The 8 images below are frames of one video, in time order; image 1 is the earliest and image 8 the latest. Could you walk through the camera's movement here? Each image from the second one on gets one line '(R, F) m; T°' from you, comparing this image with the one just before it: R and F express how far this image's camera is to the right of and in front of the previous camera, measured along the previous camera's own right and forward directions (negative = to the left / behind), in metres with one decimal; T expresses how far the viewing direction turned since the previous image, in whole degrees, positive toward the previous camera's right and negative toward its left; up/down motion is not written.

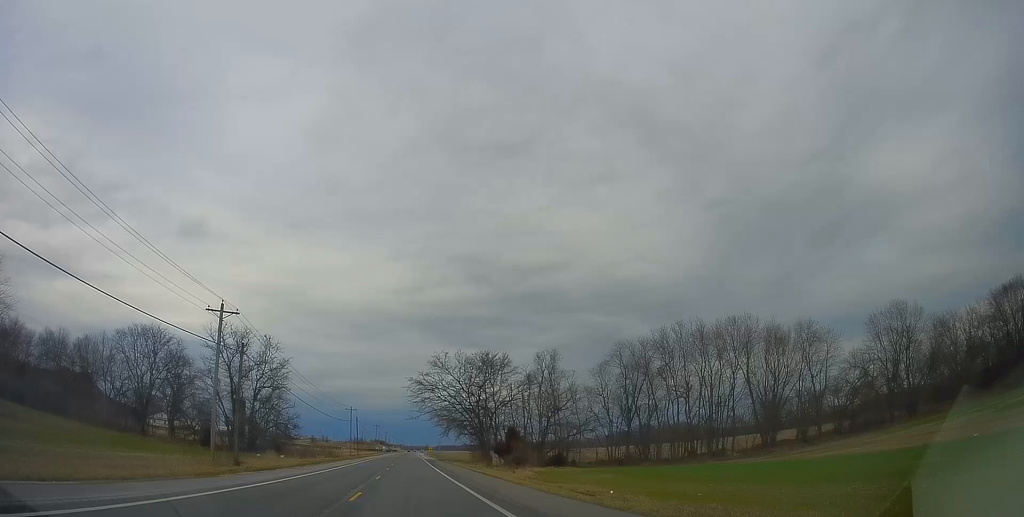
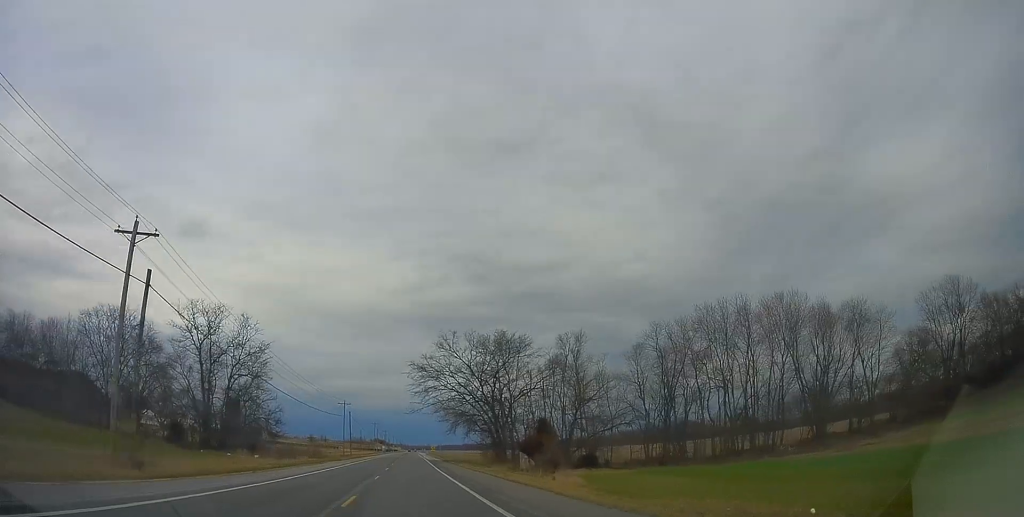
(-0.1, +13.7) m; -1°
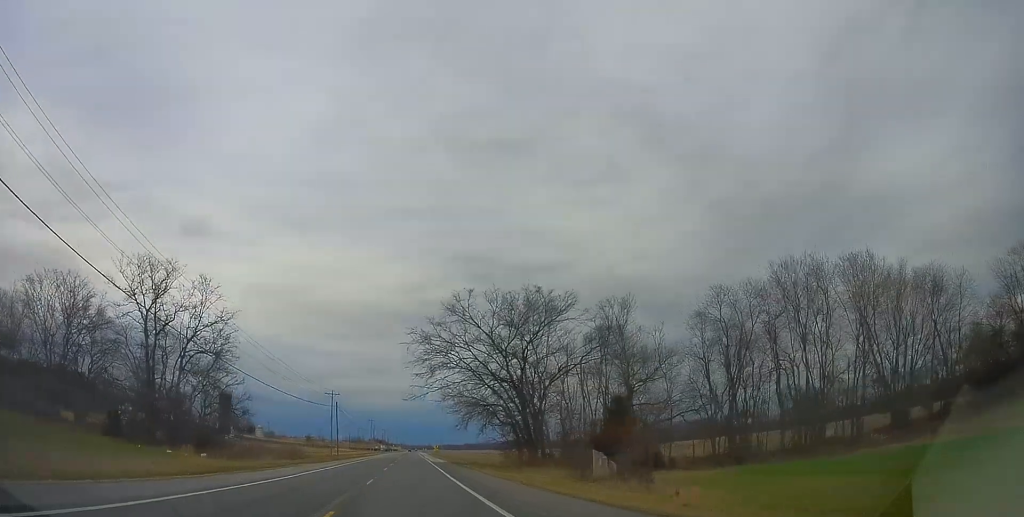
(-0.2, +17.1) m; 0°
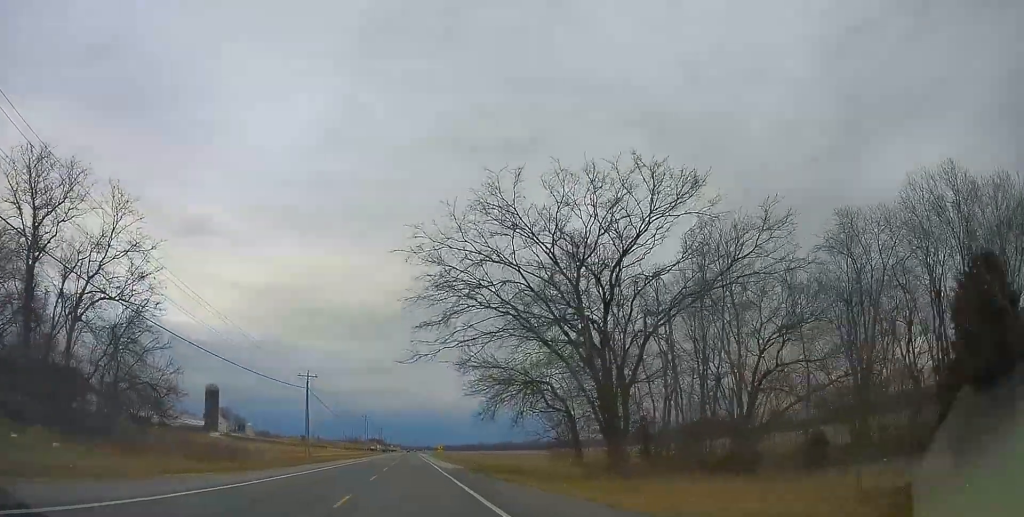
(+0.1, +21.7) m; +1°
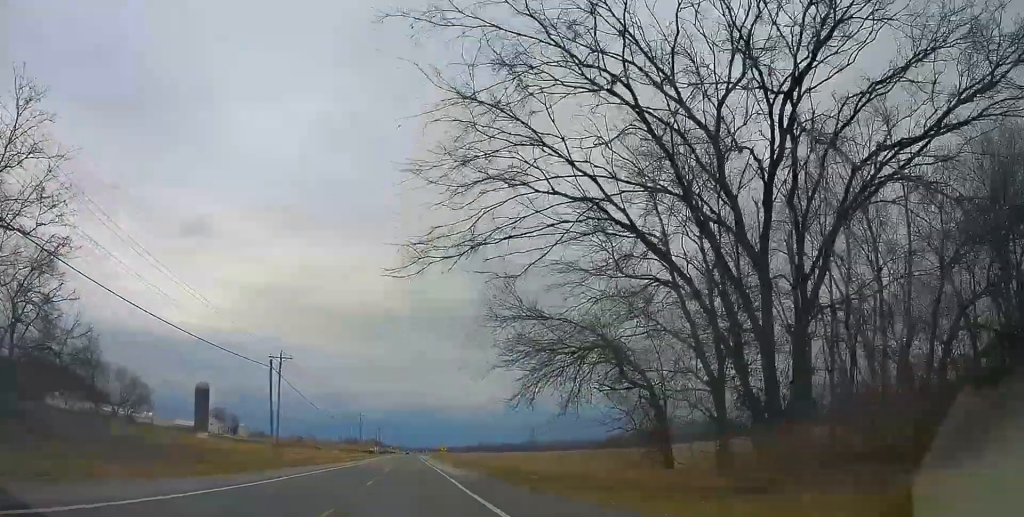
(+0.2, +14.5) m; +1°
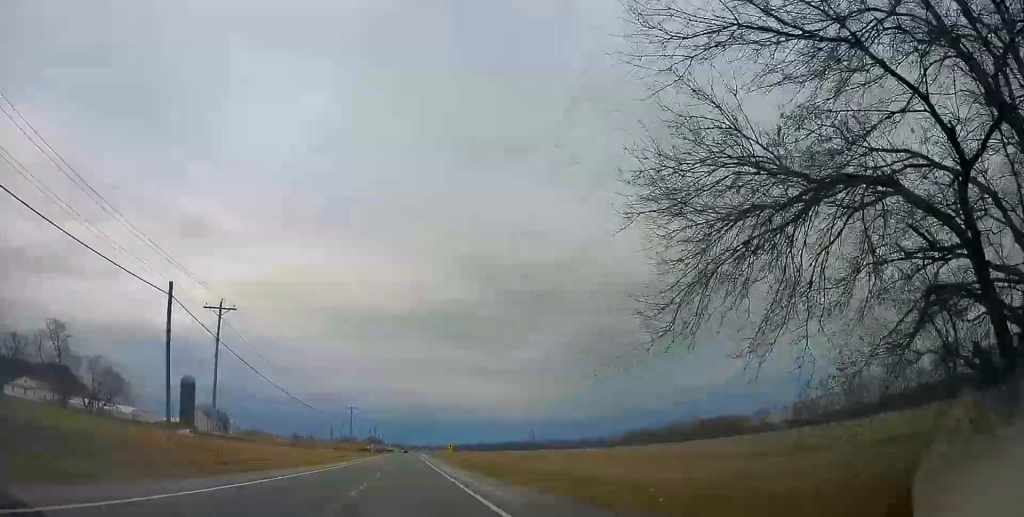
(0.0, +18.1) m; -1°
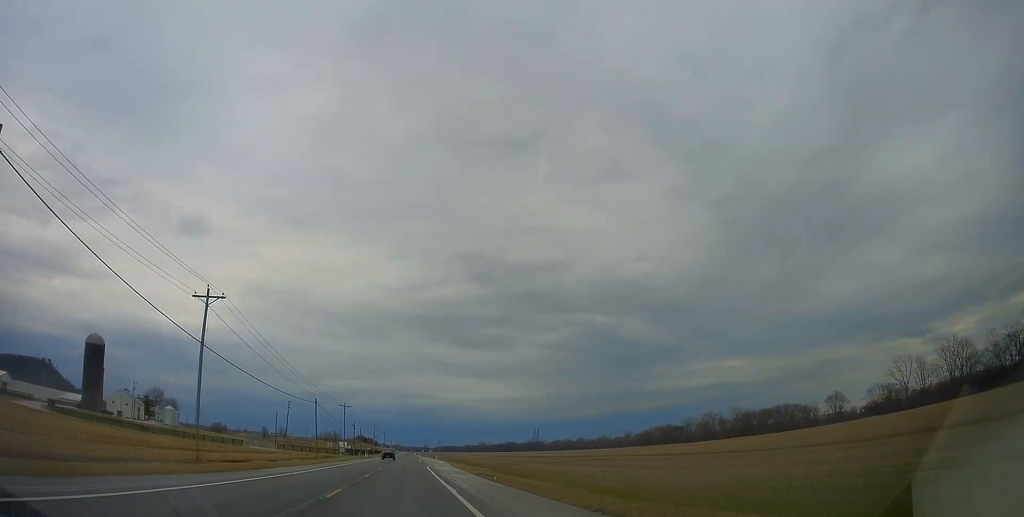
(0.0, +86.1) m; +1°
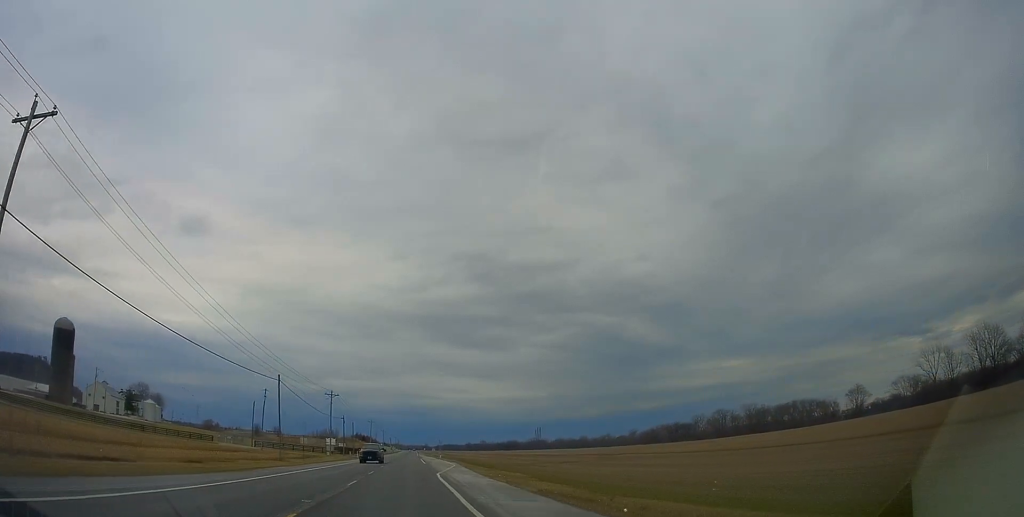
(0.0, +19.6) m; 0°
